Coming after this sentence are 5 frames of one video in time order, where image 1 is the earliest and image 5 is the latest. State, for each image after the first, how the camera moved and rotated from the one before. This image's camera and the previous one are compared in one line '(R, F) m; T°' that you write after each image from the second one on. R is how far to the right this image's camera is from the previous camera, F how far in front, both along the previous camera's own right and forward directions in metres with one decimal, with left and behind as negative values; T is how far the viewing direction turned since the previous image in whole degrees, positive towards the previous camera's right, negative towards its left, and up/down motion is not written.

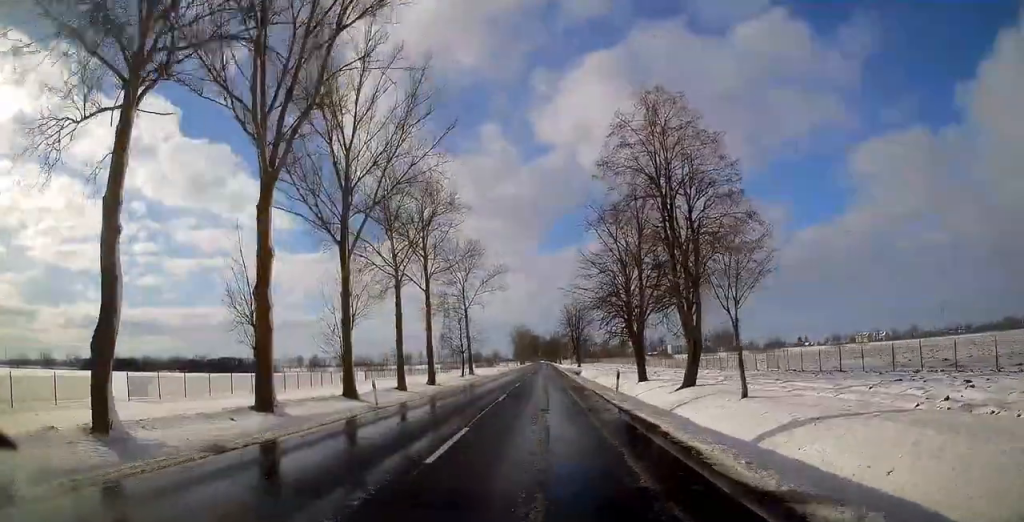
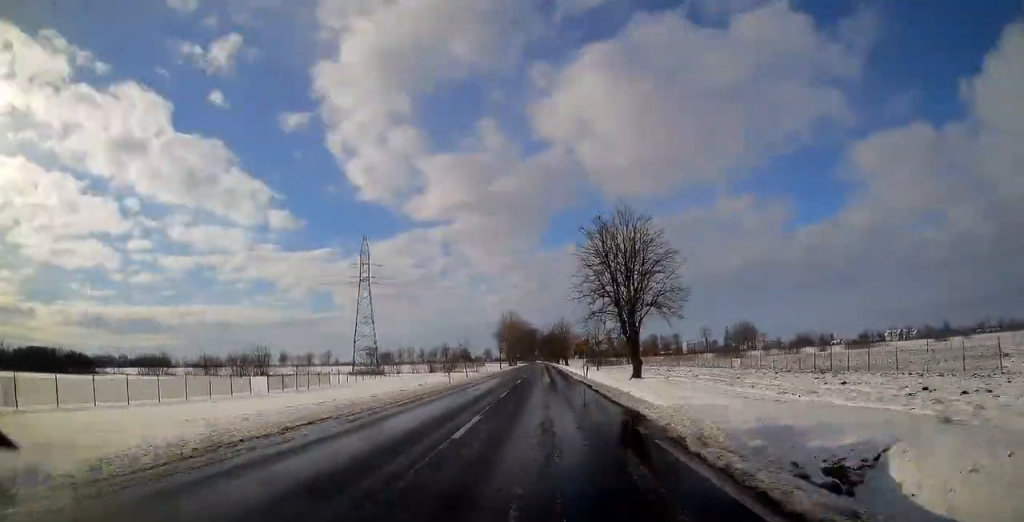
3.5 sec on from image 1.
(0.0, +81.6) m; 0°
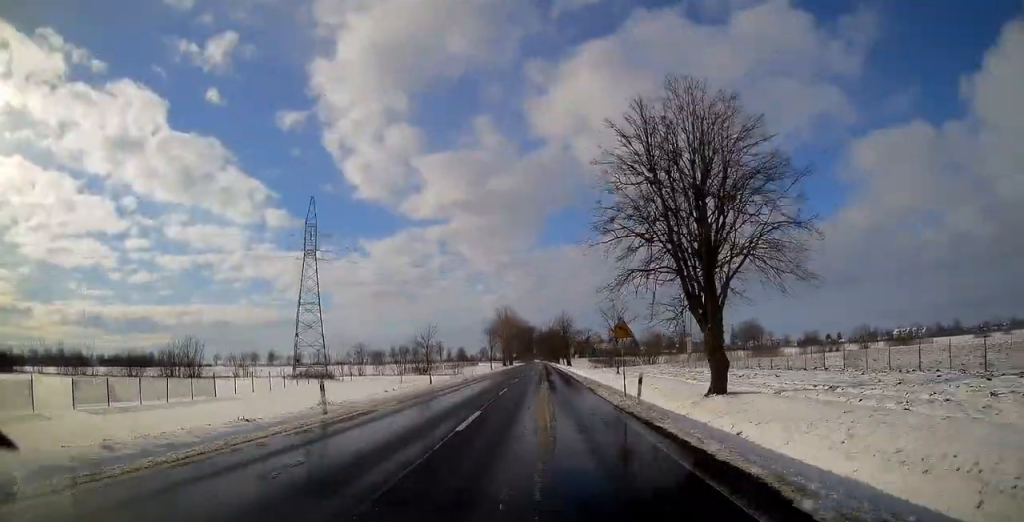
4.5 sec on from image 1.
(+0.1, +22.9) m; 0°
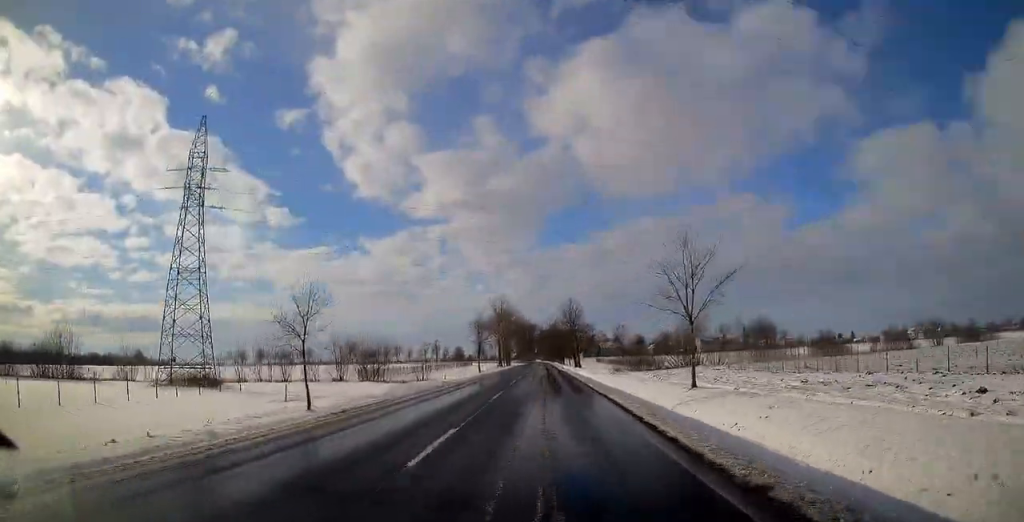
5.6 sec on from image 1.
(-0.1, +27.8) m; 0°
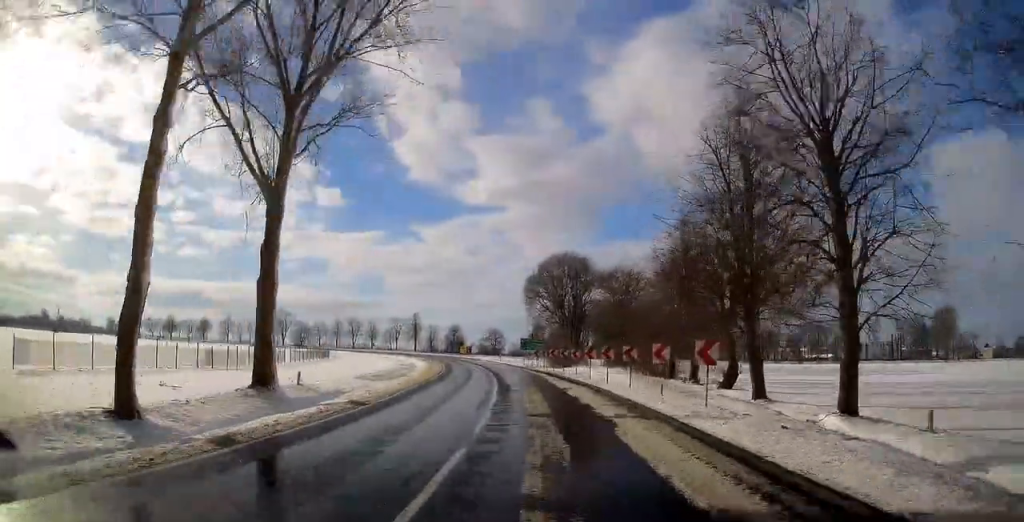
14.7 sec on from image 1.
(-3.8, +205.6) m; -8°
